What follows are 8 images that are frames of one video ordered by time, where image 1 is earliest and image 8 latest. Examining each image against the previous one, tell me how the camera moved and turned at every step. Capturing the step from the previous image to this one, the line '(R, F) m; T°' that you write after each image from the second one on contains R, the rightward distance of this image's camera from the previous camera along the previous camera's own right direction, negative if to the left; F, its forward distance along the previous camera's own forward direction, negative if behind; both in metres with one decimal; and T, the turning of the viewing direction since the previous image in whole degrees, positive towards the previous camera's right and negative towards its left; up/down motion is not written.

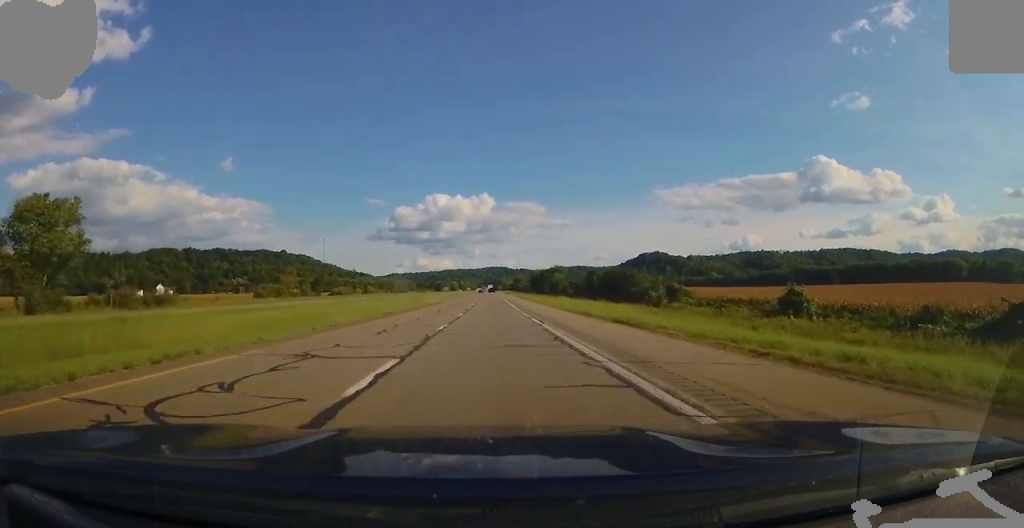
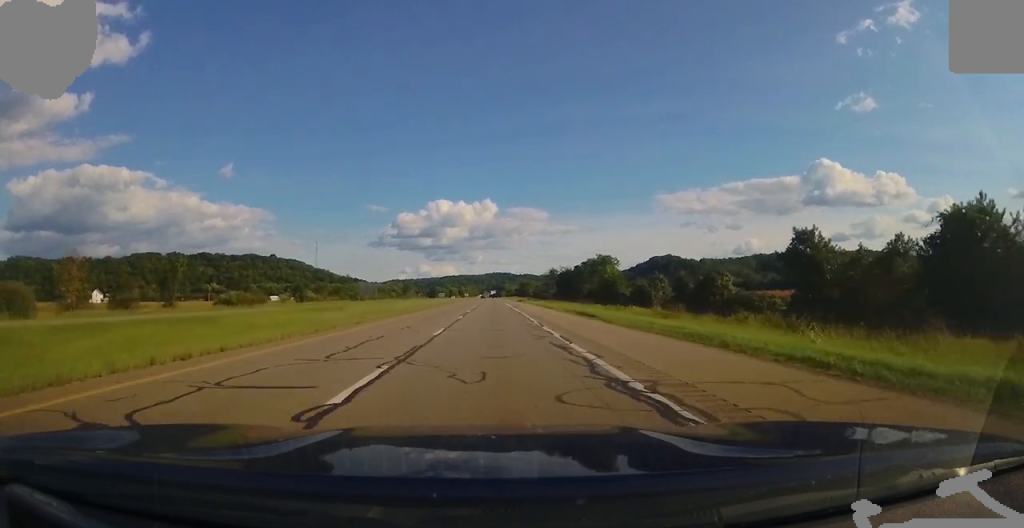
(+0.2, +74.9) m; -1°
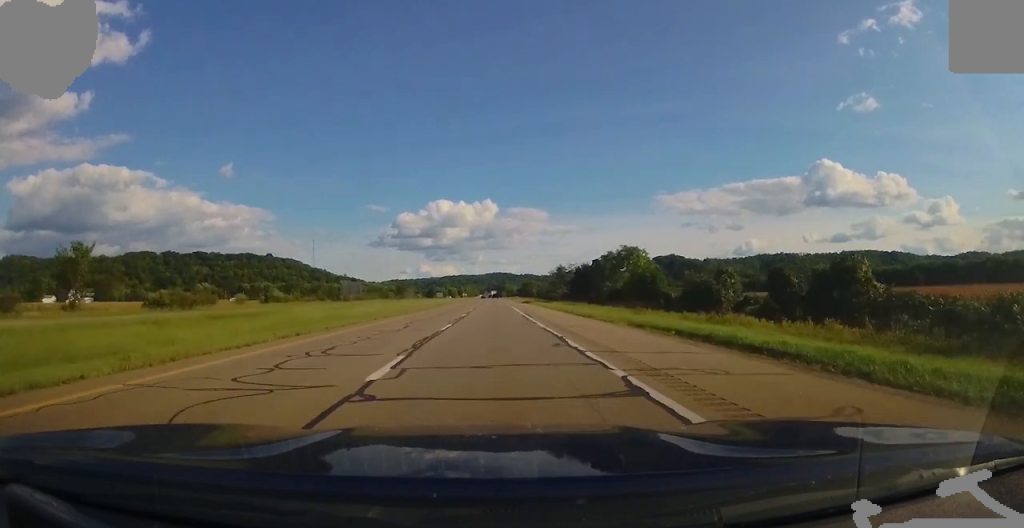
(0.0, +22.3) m; 0°
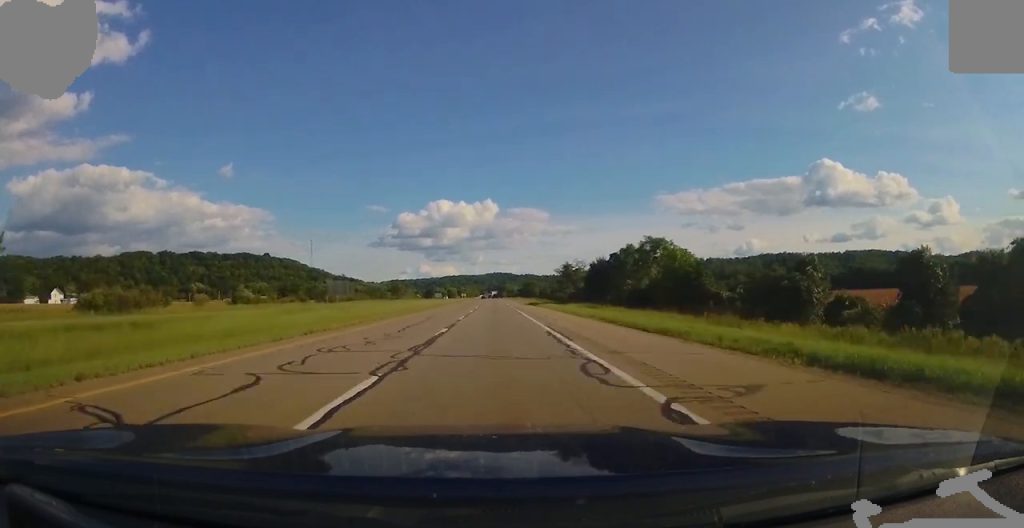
(0.0, +15.2) m; 0°
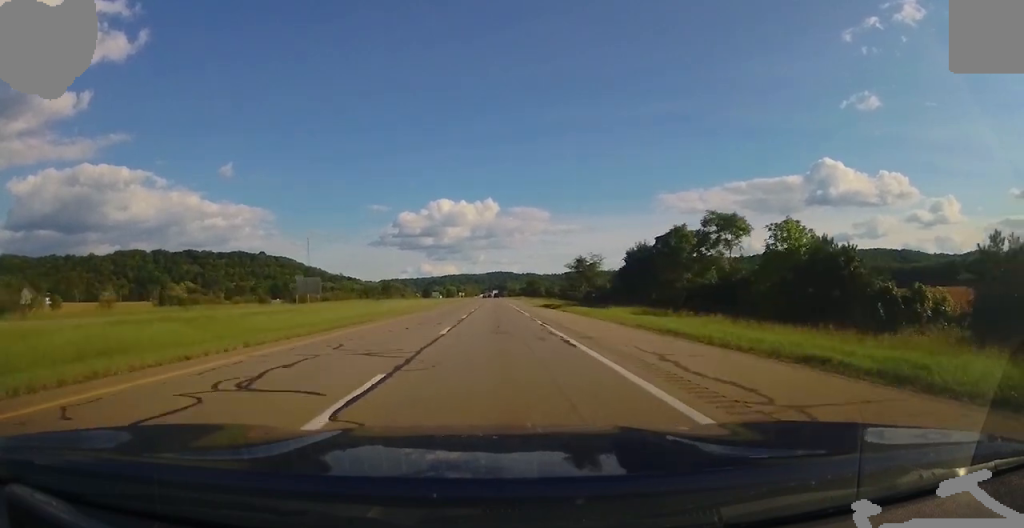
(+0.2, +24.4) m; 0°
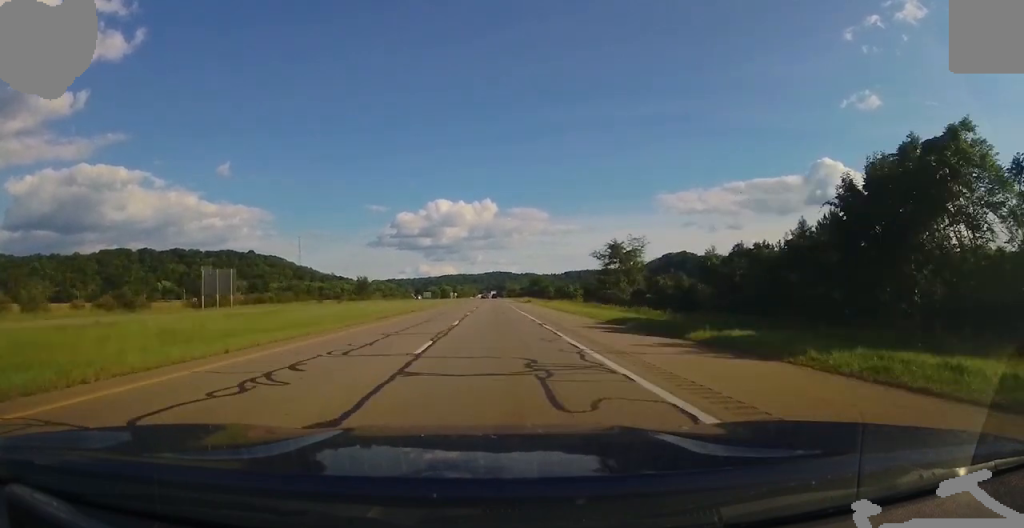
(0.0, +43.1) m; -1°
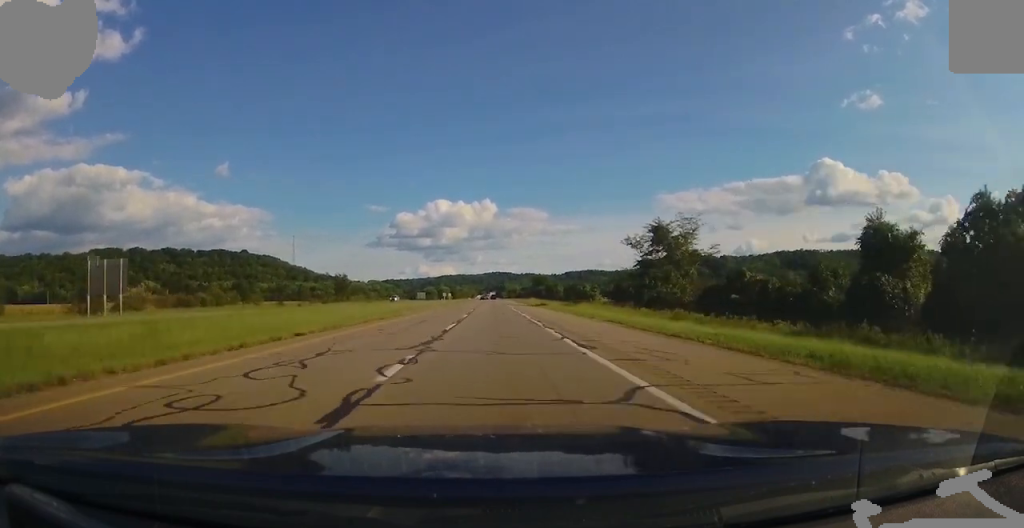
(-0.2, +27.8) m; -1°
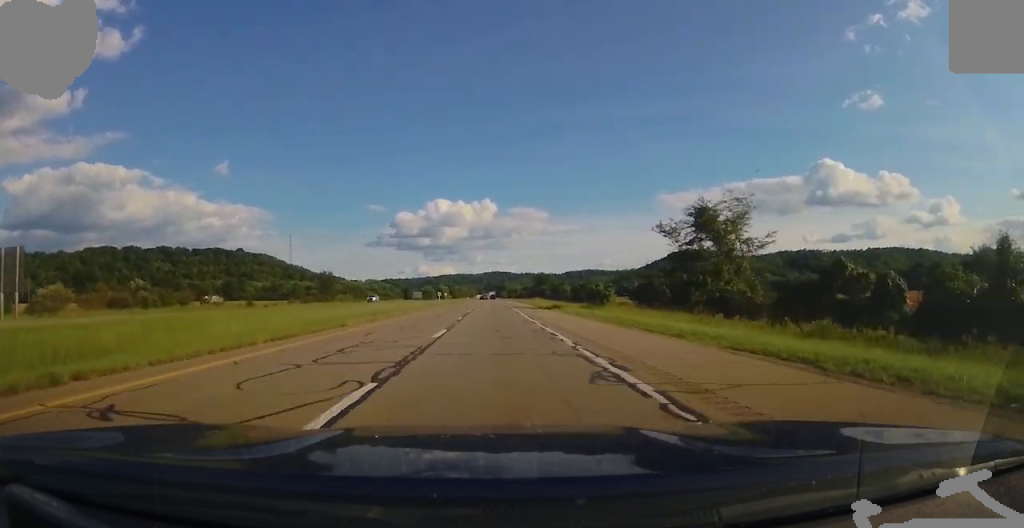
(-0.1, +16.2) m; 0°
